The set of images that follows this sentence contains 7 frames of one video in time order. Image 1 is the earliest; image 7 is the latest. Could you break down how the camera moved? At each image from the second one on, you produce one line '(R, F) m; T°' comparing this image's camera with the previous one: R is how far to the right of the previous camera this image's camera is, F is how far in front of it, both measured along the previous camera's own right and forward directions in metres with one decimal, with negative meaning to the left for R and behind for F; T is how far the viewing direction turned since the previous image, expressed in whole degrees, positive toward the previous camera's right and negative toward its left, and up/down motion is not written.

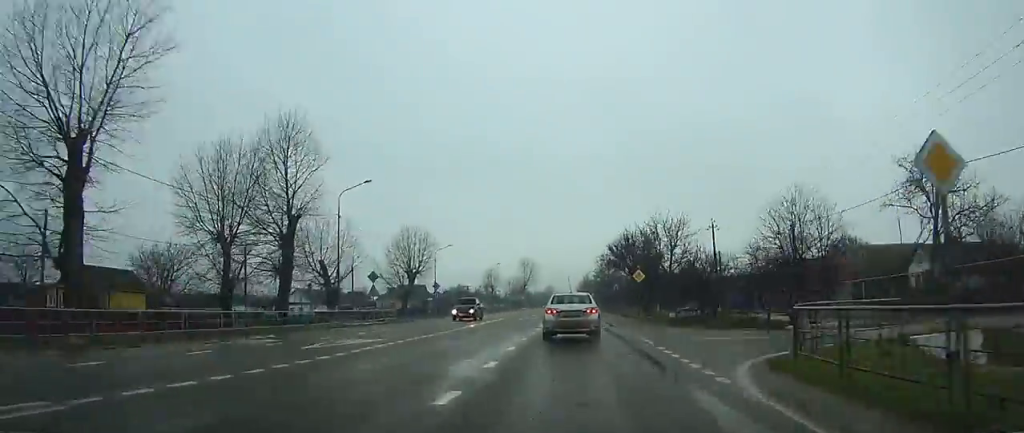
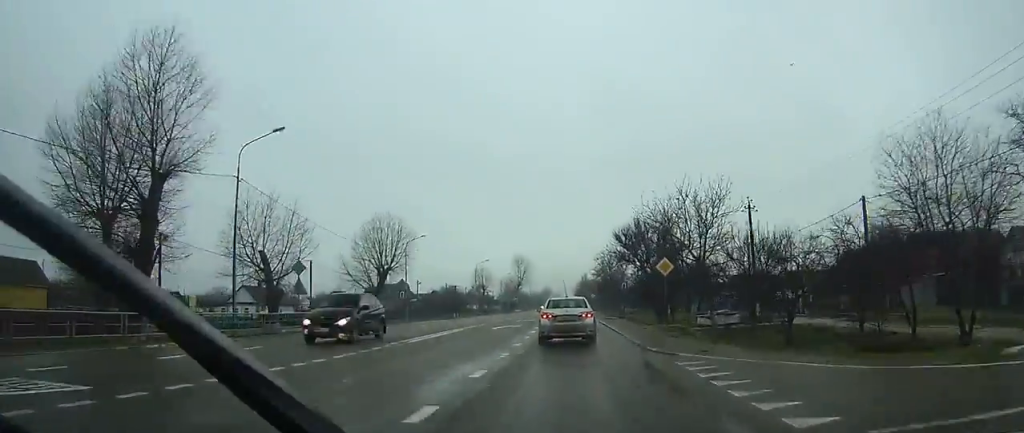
(0.0, +13.0) m; 0°
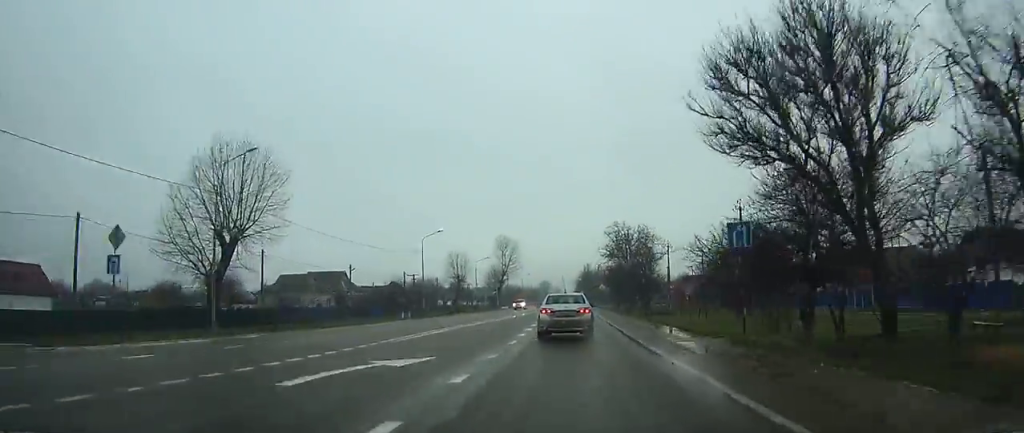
(0.0, +37.5) m; 0°
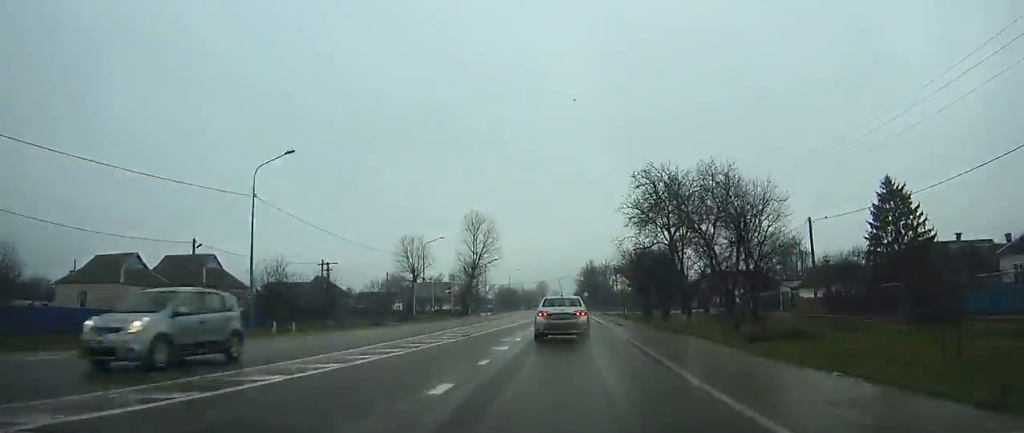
(0.0, +36.7) m; 0°
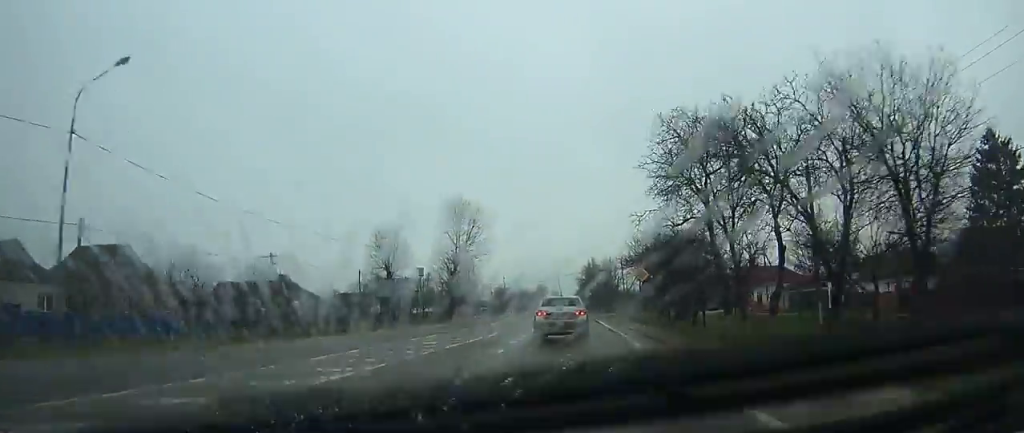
(0.0, +13.3) m; 0°
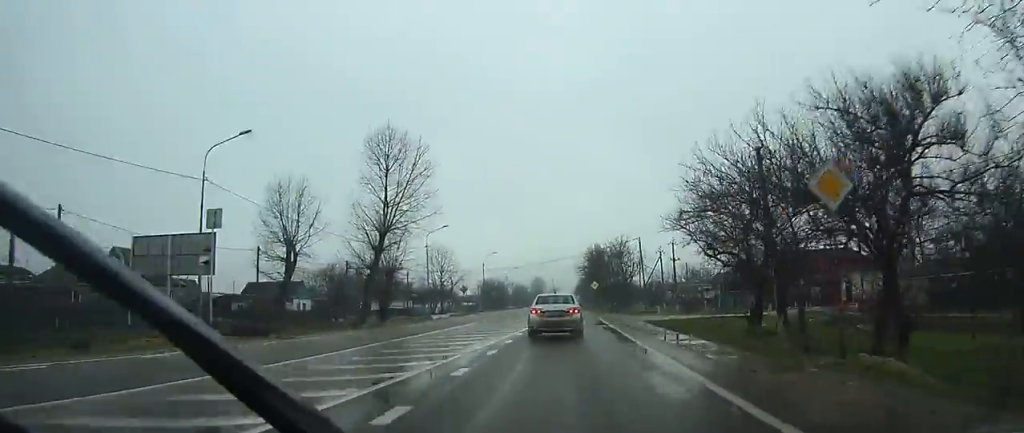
(-0.1, +28.6) m; -1°
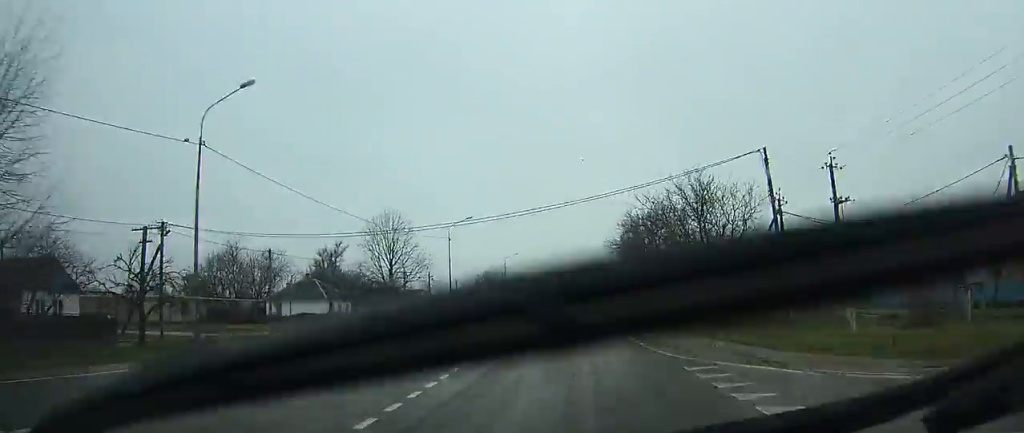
(-1.1, +42.8) m; -2°
